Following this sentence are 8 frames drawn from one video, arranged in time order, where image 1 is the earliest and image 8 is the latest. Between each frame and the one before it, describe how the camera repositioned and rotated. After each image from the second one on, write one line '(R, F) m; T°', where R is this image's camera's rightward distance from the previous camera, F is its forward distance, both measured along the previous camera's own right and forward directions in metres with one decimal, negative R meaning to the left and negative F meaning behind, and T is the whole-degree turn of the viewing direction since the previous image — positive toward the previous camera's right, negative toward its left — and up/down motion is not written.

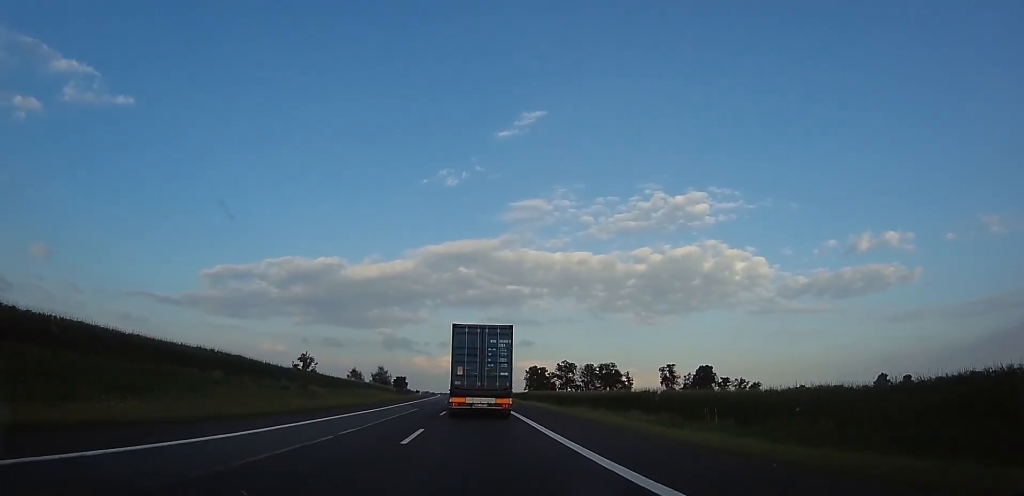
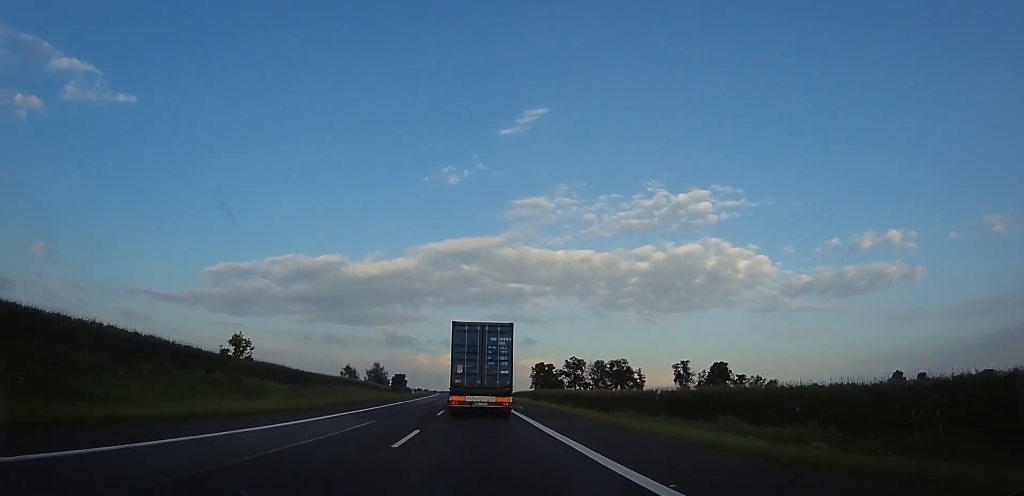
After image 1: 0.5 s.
(0.0, +13.2) m; 0°
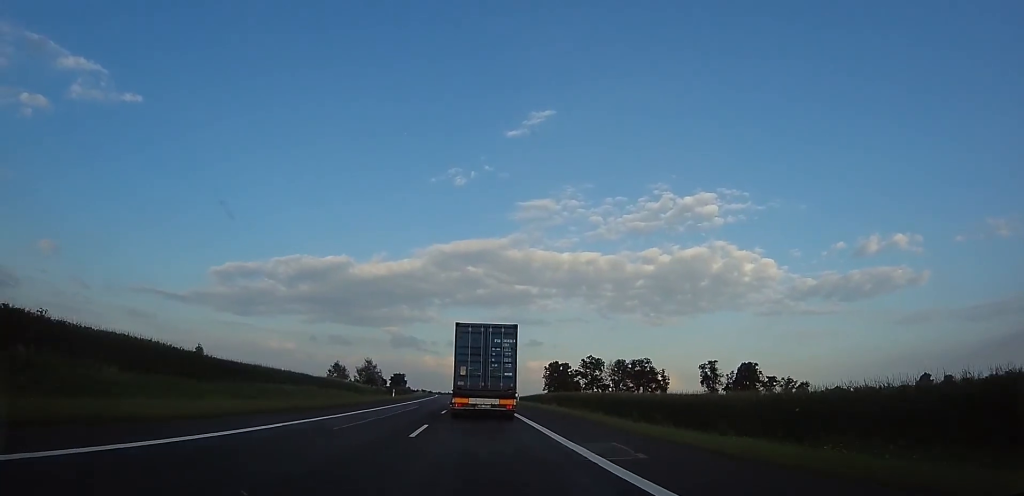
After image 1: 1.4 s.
(0.0, +21.3) m; 0°
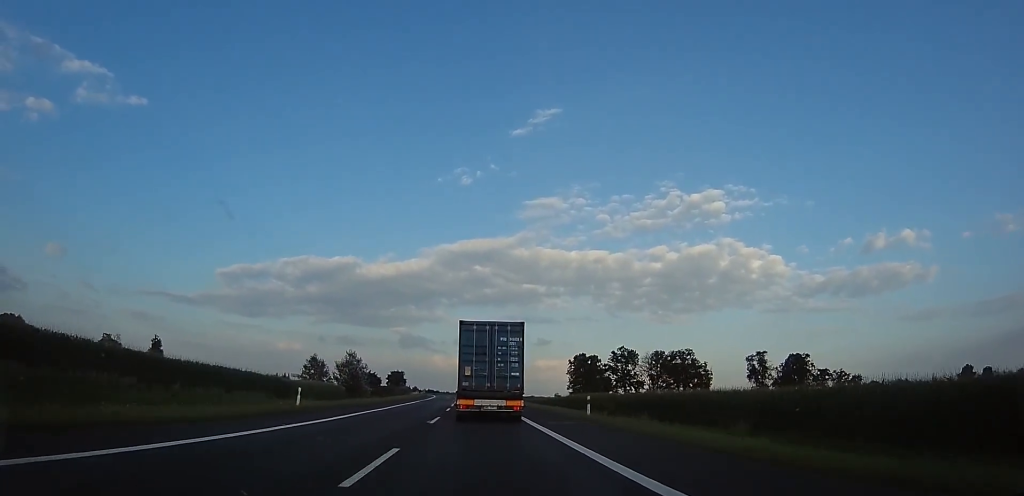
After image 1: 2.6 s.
(0.0, +30.1) m; 0°
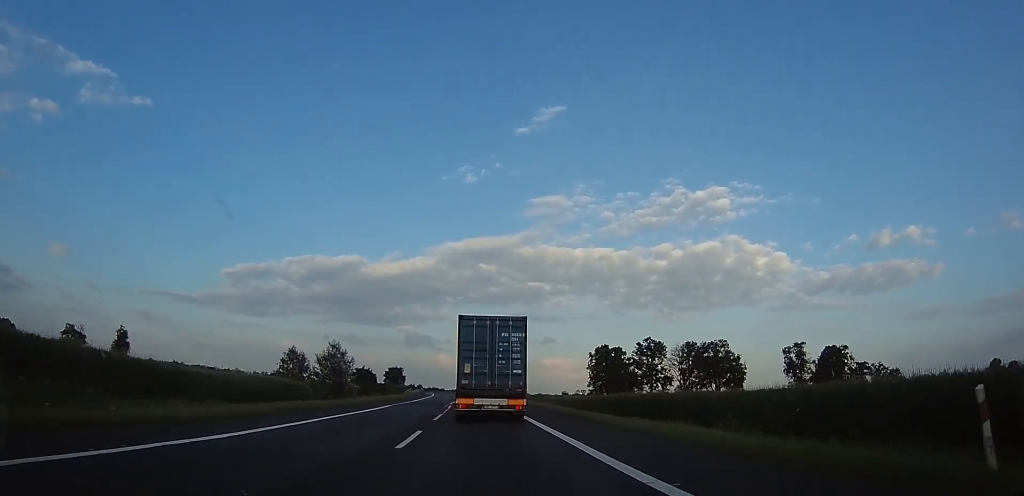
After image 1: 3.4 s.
(0.0, +18.8) m; 0°
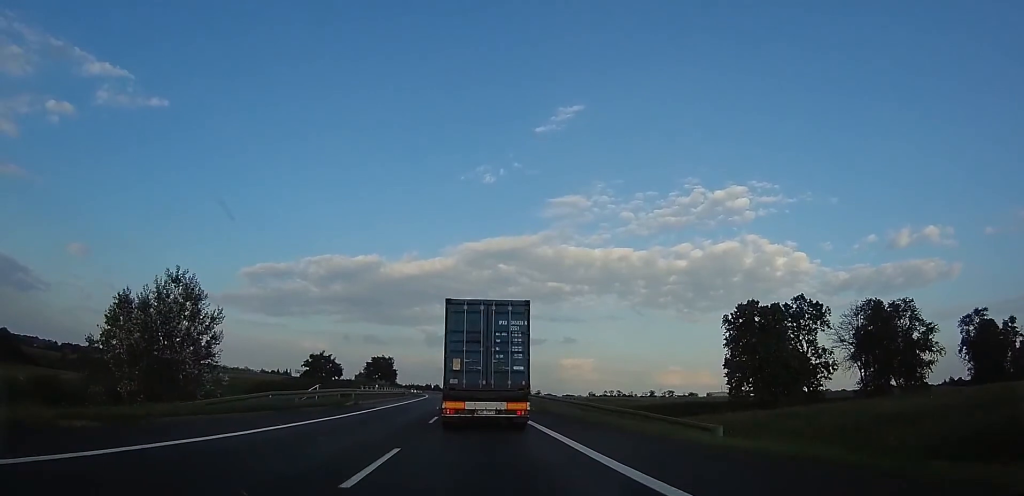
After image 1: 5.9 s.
(+0.1, +61.1) m; 0°
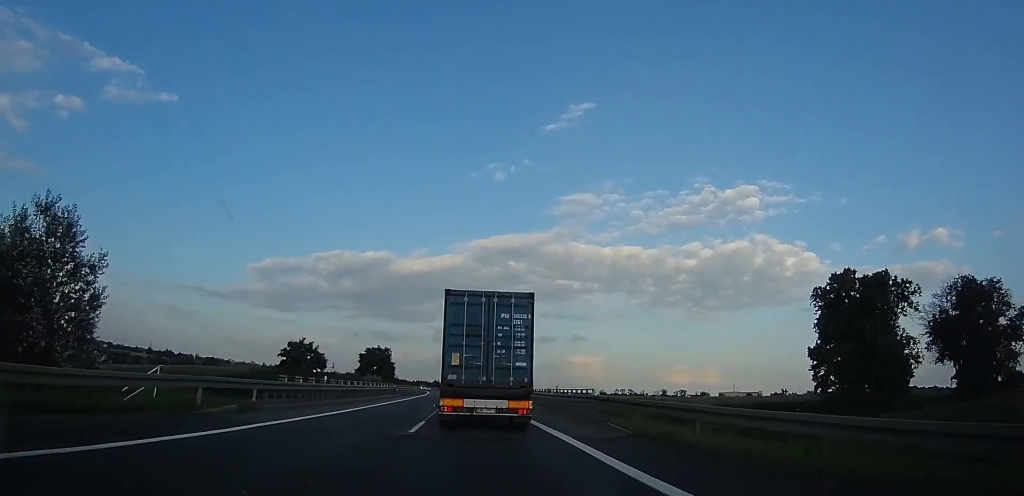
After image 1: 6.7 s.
(0.0, +17.2) m; -1°
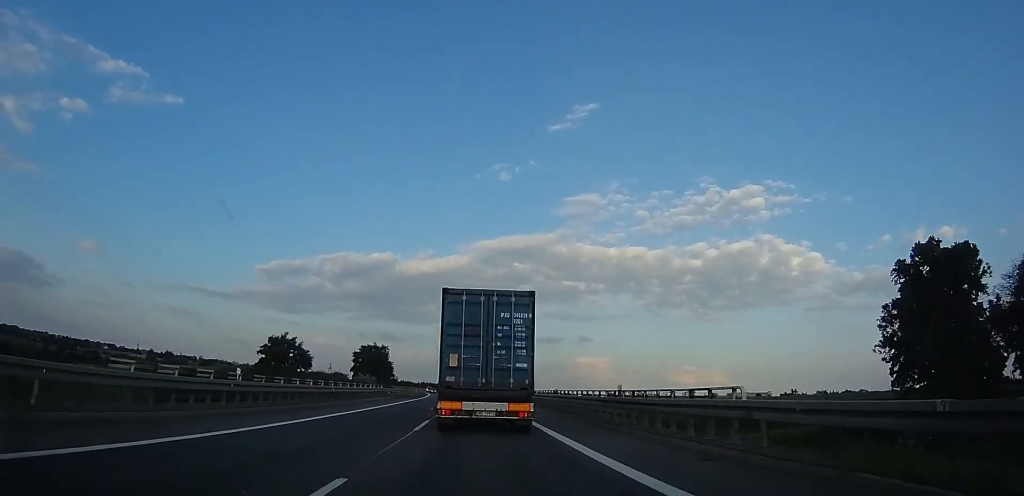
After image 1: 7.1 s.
(-0.1, +10.8) m; -2°
